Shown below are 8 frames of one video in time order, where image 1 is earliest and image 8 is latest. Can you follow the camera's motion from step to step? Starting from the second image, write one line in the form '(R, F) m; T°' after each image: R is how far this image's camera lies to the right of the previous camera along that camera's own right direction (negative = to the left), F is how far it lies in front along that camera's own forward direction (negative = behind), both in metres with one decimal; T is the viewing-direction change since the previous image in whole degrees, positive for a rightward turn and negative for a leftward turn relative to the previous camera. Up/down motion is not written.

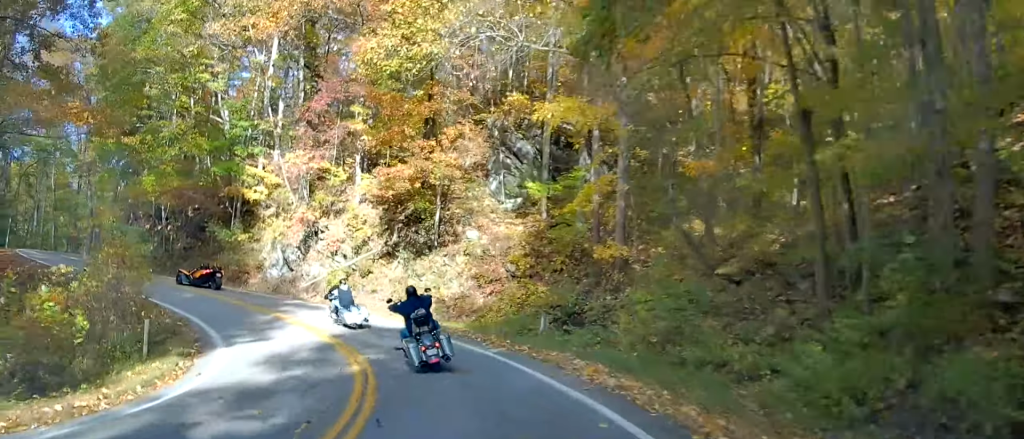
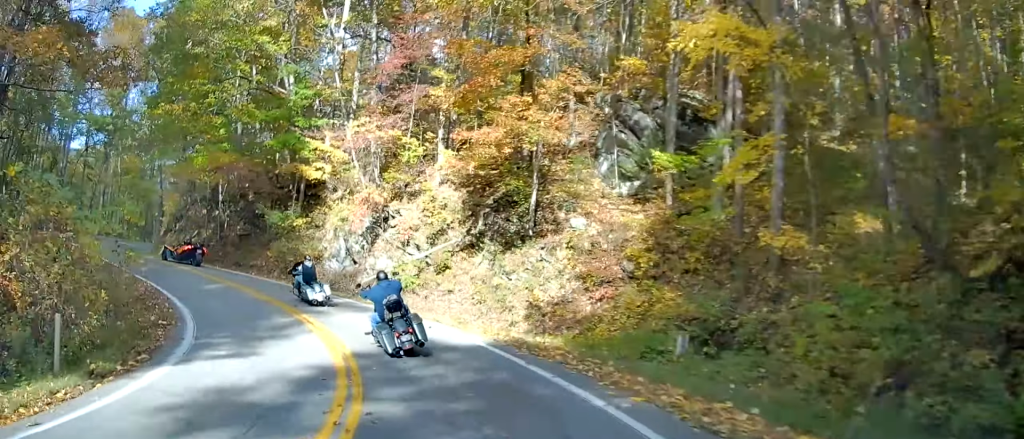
(0.0, +6.7) m; -5°
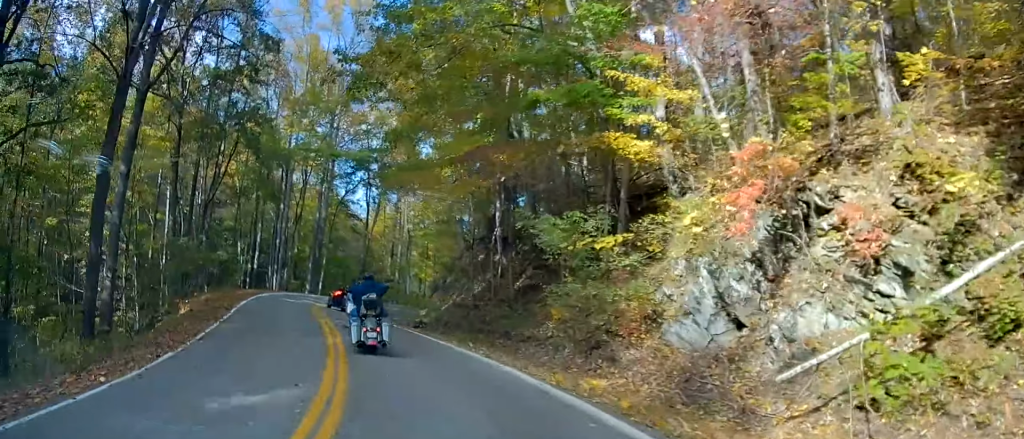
(-4.5, +16.6) m; -24°
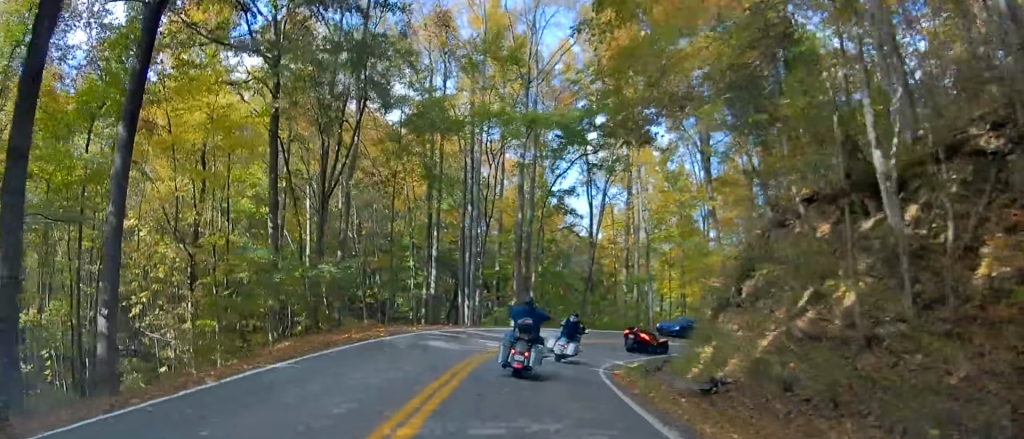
(-0.8, +16.2) m; -9°
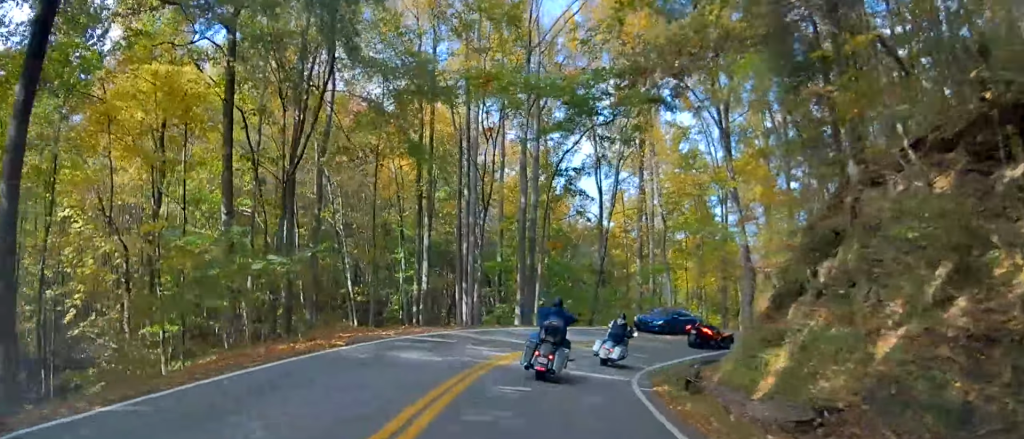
(-0.5, +4.6) m; -3°
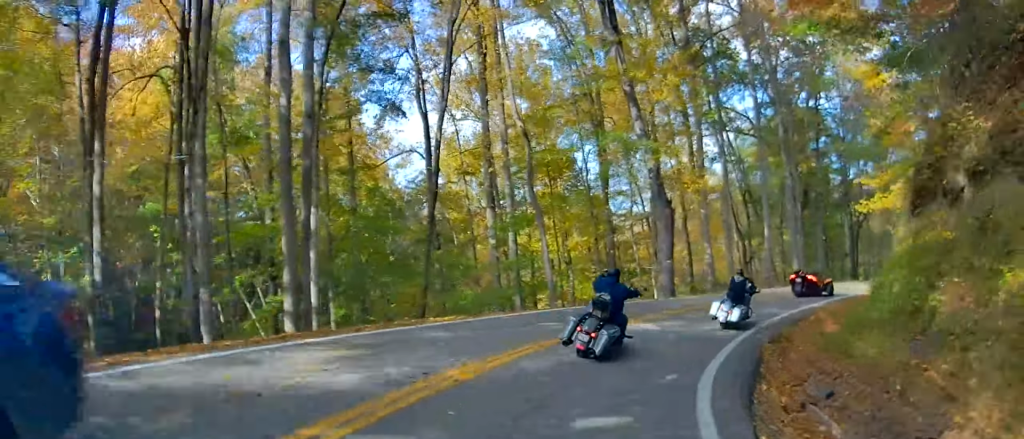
(-0.1, +17.1) m; +4°
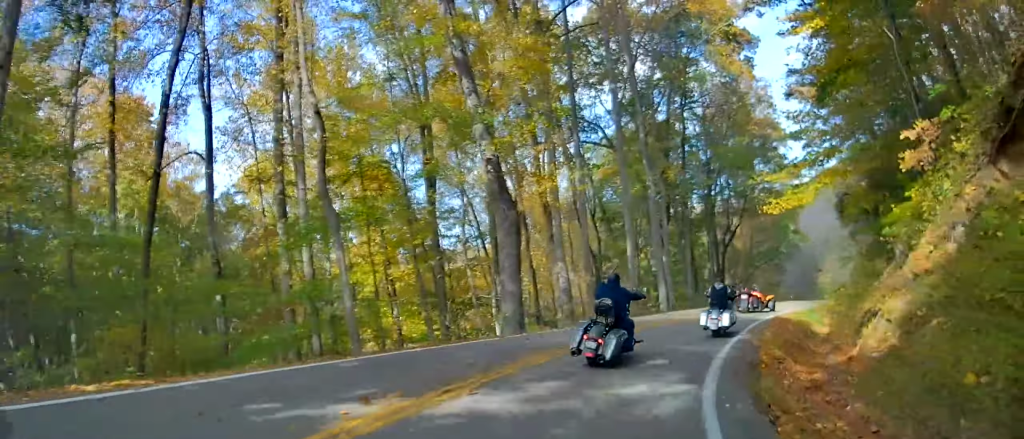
(+0.5, +9.1) m; +6°
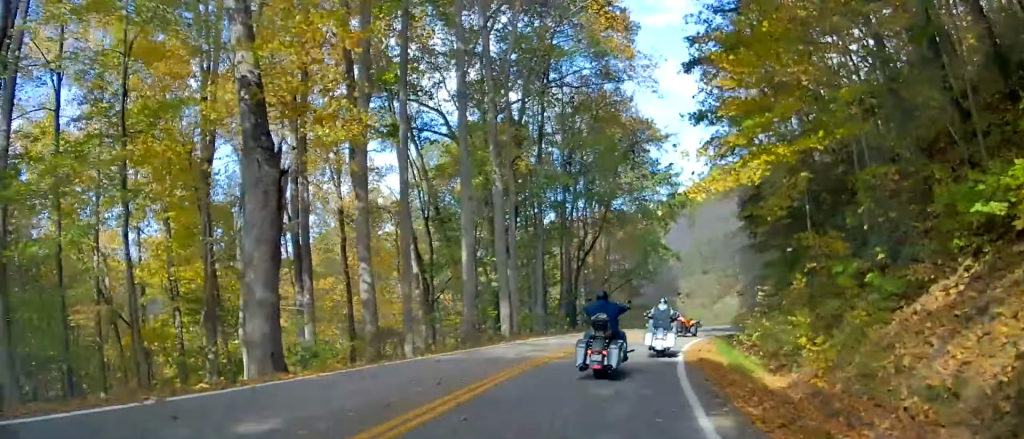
(+0.6, +10.8) m; +7°
